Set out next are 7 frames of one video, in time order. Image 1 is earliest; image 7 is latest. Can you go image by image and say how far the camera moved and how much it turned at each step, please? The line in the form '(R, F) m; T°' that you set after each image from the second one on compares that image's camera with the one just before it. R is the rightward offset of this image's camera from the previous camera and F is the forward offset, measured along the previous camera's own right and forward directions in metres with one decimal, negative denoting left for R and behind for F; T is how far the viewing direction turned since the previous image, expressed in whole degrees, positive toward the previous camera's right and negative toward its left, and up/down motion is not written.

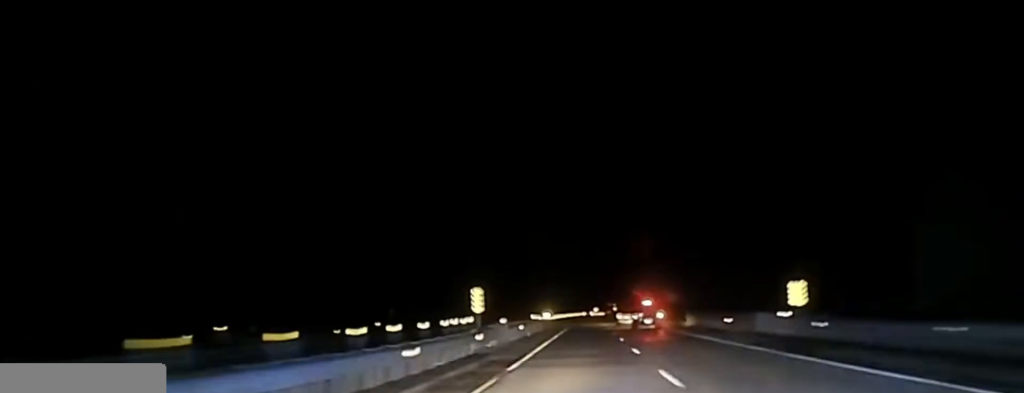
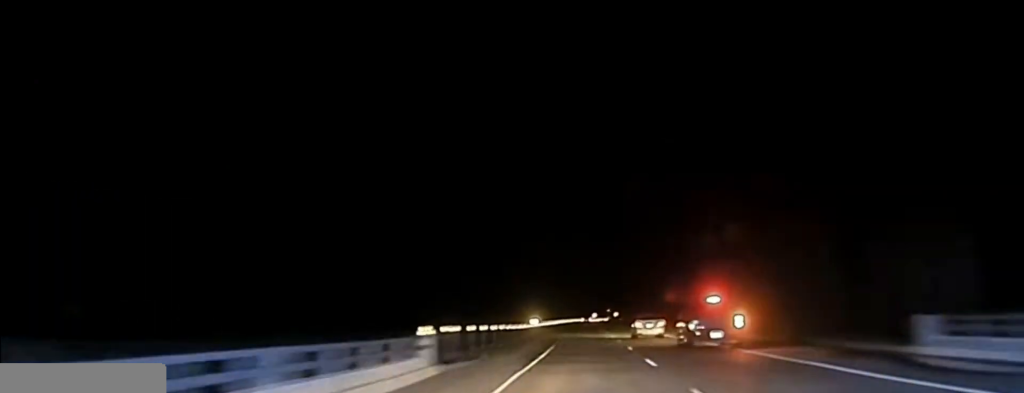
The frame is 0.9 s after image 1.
(+0.1, +53.4) m; 0°
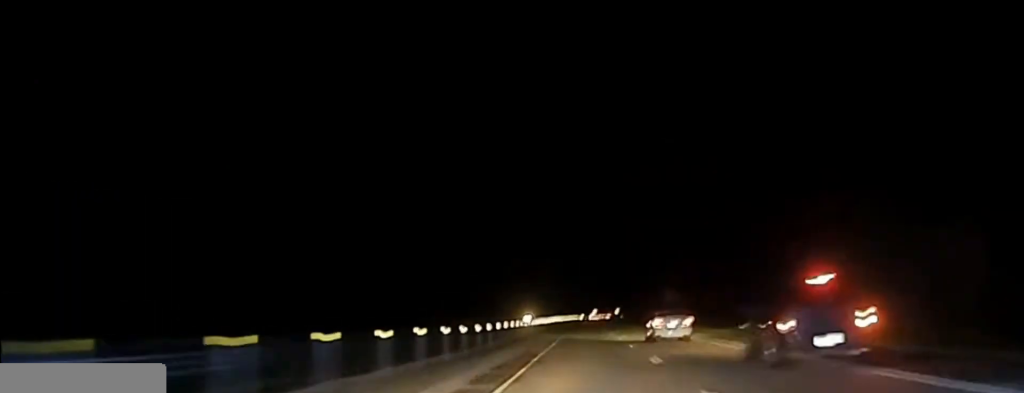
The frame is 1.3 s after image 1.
(0.0, +25.1) m; 0°
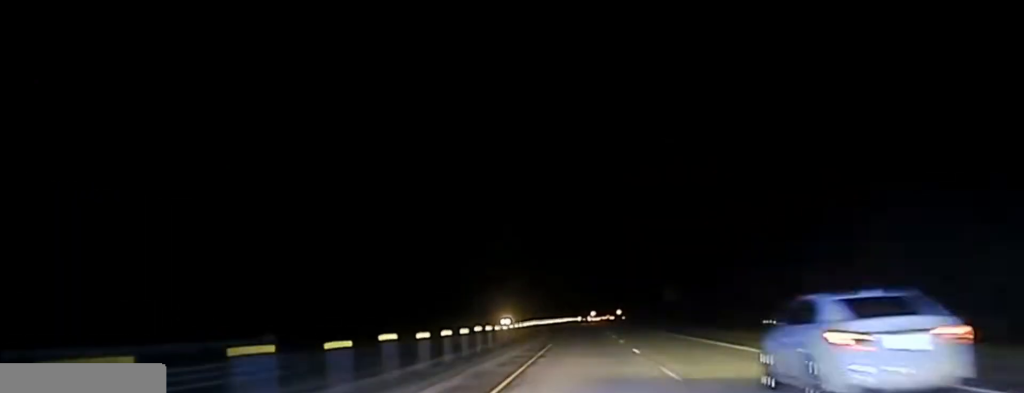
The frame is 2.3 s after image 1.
(0.0, +53.9) m; 0°
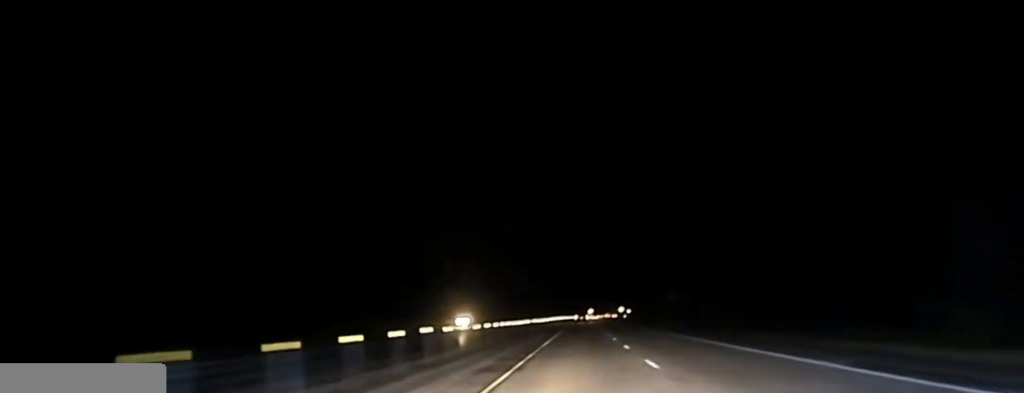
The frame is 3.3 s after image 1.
(+0.1, +57.6) m; 0°
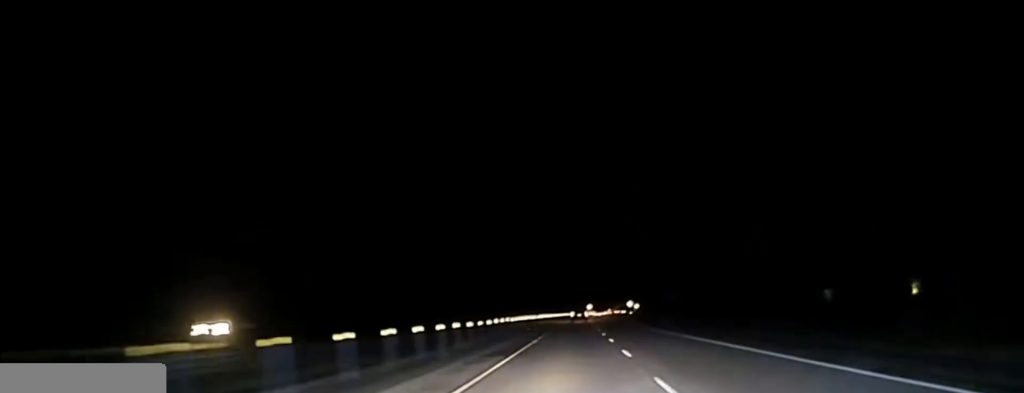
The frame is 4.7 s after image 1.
(+0.1, +81.6) m; 0°
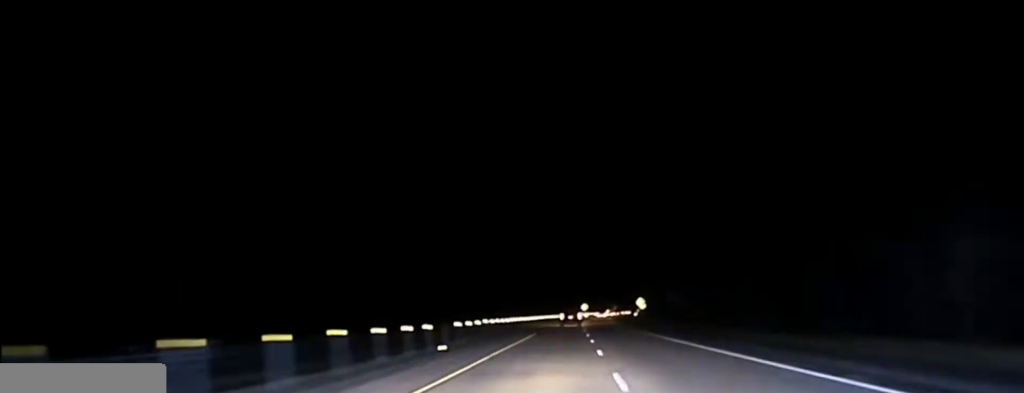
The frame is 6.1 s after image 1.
(+0.1, +73.5) m; 0°
